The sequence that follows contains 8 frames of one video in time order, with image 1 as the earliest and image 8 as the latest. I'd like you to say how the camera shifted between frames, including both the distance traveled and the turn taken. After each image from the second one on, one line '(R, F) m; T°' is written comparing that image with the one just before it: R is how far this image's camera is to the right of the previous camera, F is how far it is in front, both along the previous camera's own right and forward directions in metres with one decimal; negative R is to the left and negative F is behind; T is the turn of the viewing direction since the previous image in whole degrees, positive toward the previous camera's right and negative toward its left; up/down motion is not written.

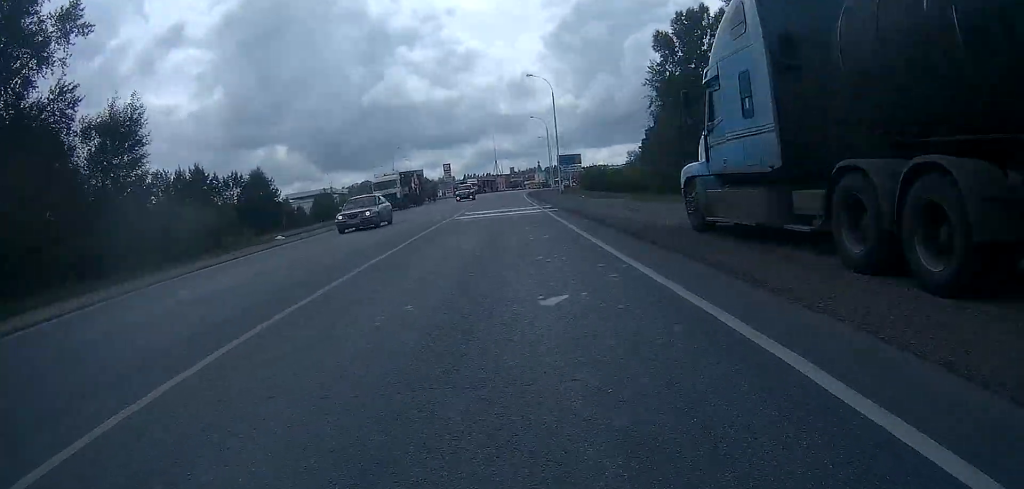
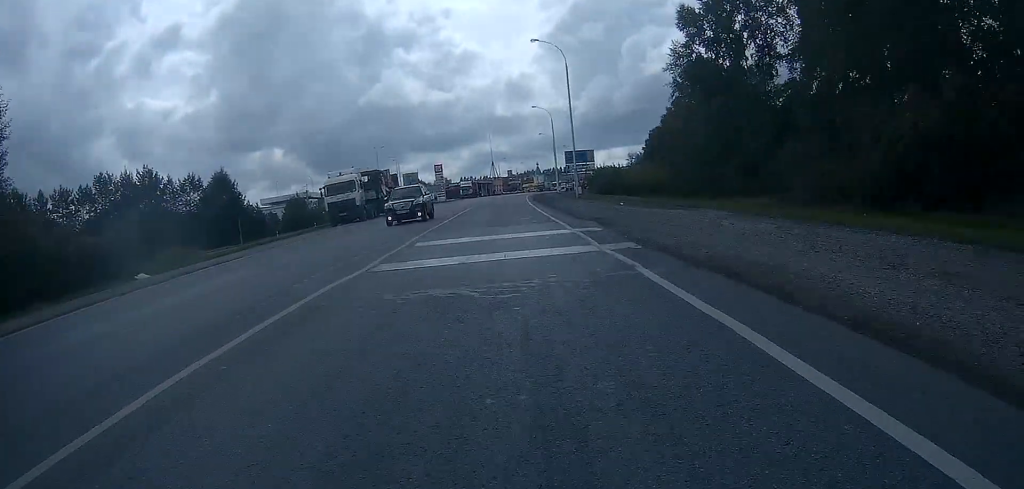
(+0.1, +17.6) m; 0°
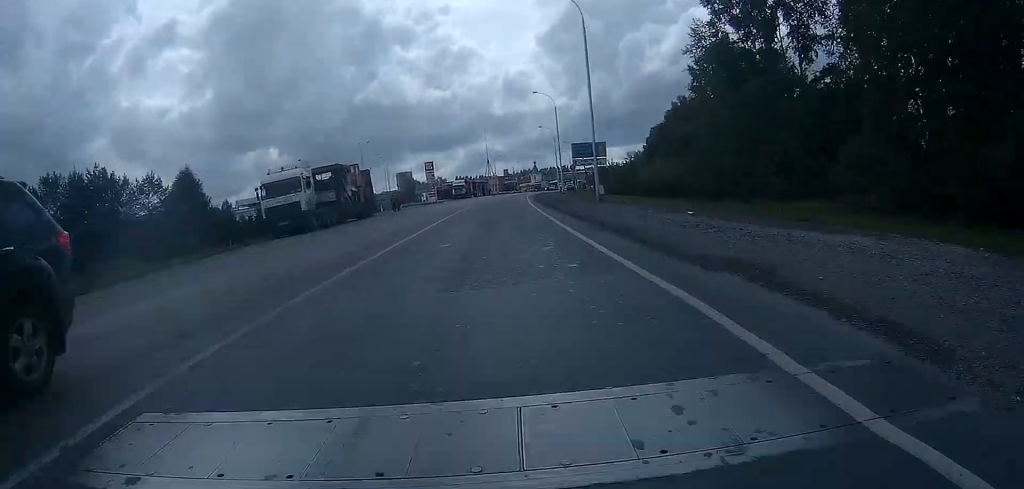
(0.0, +12.6) m; 0°
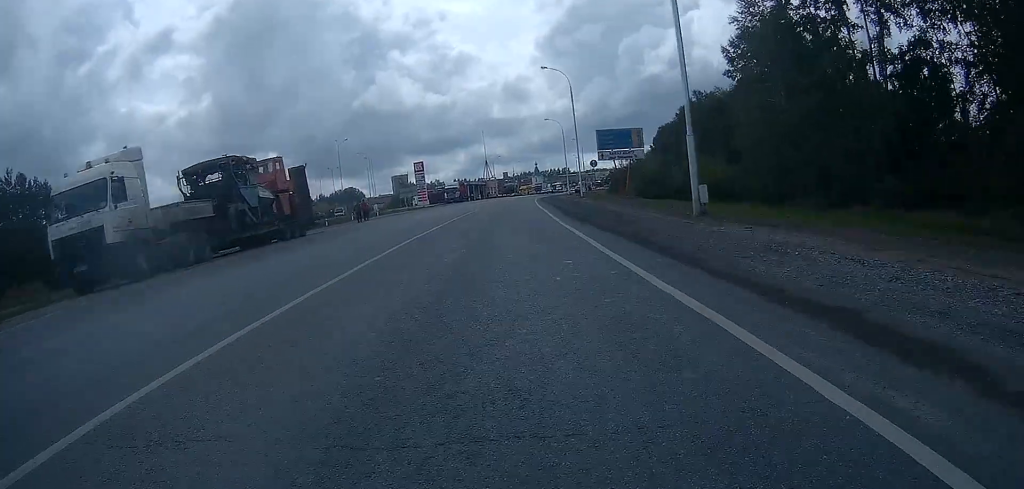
(+0.1, +16.8) m; 0°
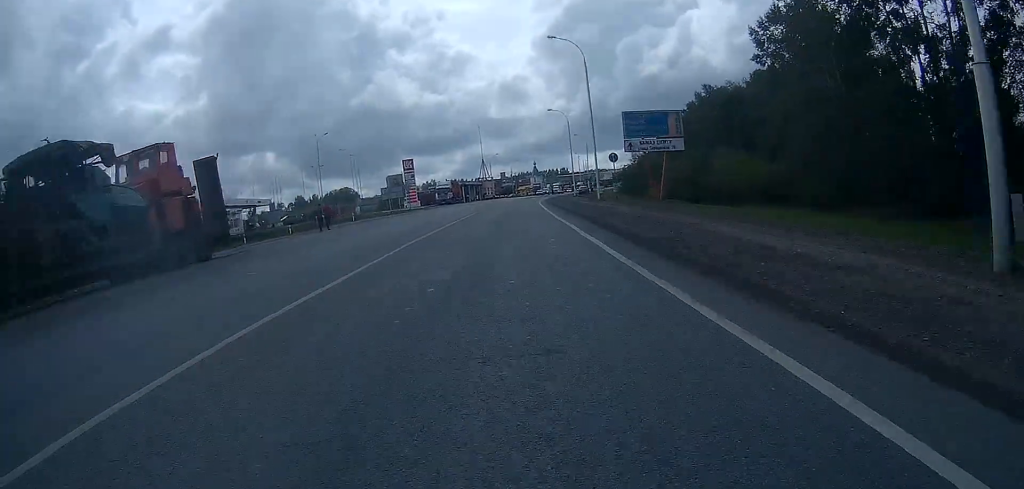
(0.0, +10.6) m; 0°
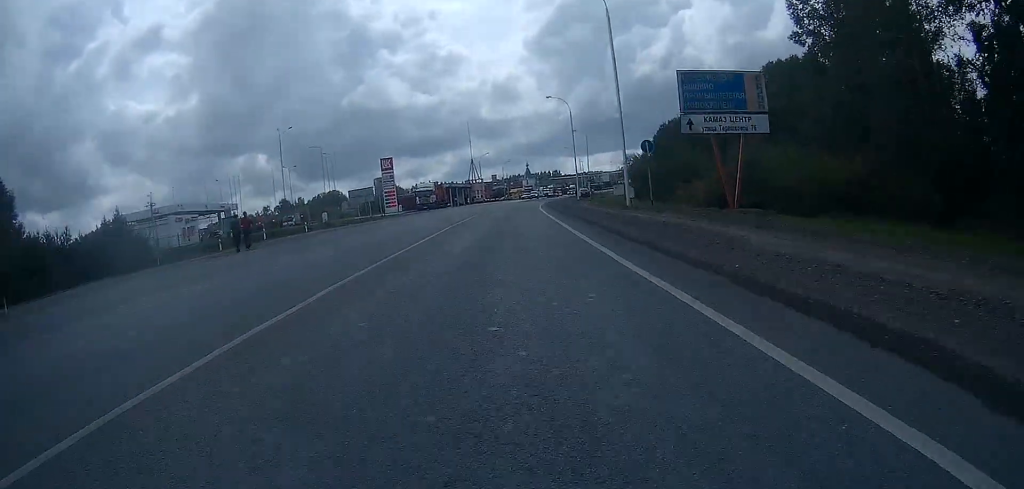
(0.0, +12.3) m; +1°
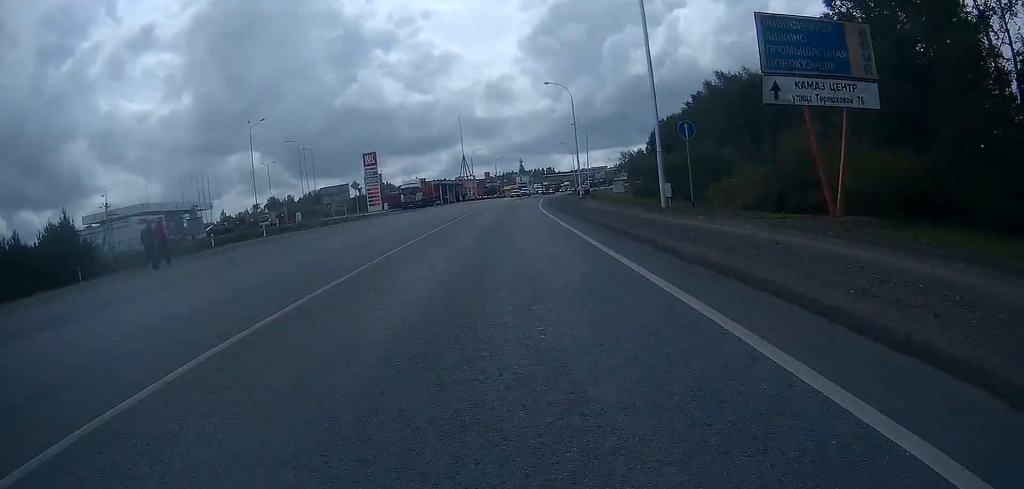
(+0.1, +7.7) m; +1°
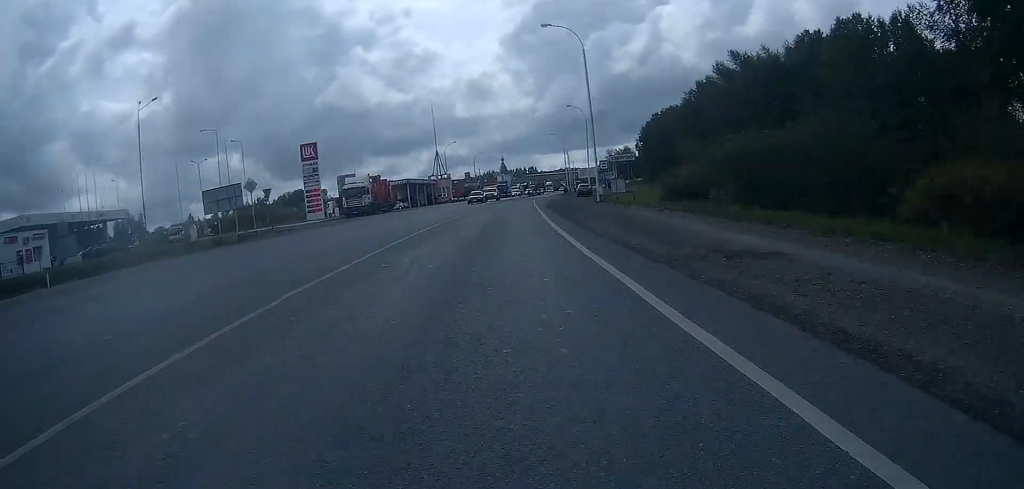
(+0.5, +21.2) m; +2°
